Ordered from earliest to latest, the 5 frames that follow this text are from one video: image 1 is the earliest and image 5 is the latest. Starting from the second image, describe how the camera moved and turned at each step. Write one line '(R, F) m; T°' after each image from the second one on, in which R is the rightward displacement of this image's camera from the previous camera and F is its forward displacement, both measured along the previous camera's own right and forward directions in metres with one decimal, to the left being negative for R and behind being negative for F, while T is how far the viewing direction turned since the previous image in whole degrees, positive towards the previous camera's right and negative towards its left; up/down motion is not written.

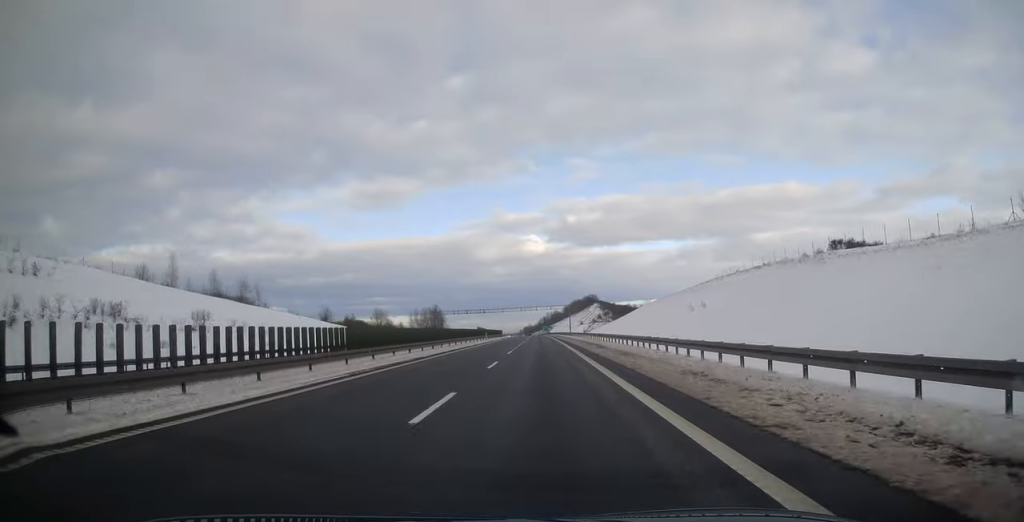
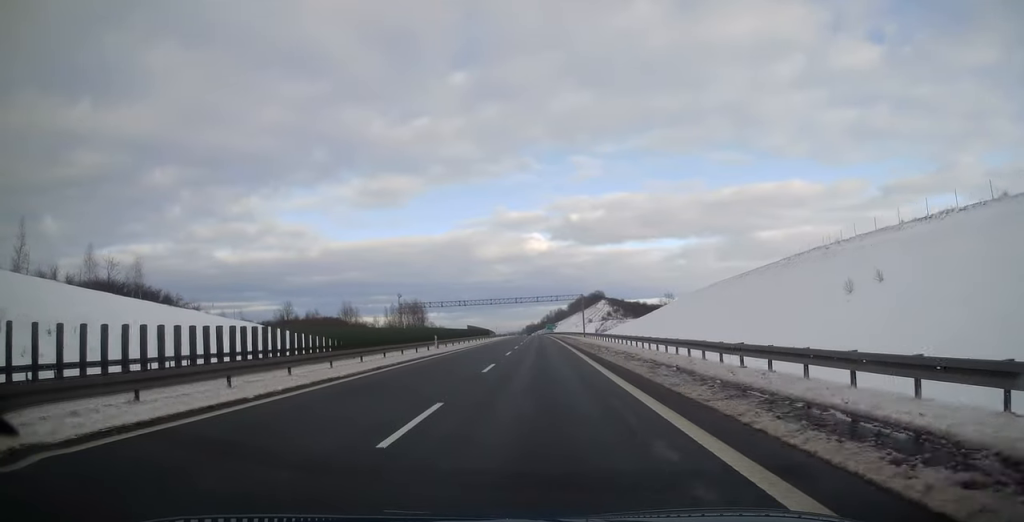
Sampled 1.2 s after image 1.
(-0.5, +37.7) m; -1°
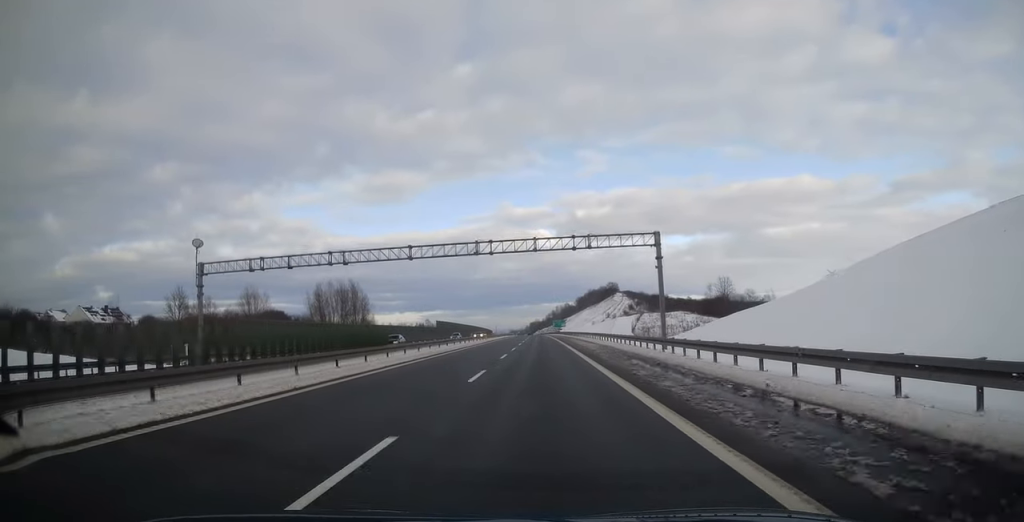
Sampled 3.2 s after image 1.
(-0.4, +63.6) m; -1°
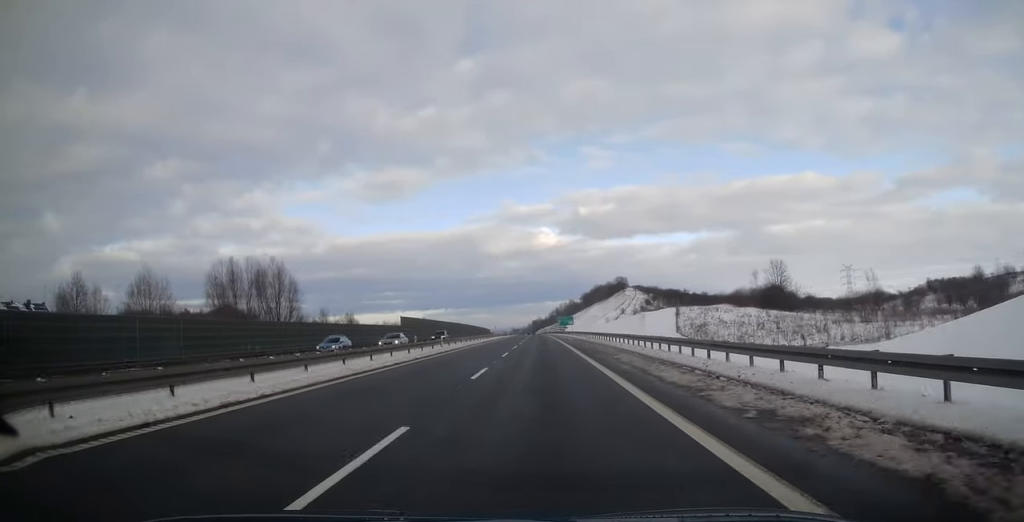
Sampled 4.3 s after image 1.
(-0.1, +35.3) m; 0°
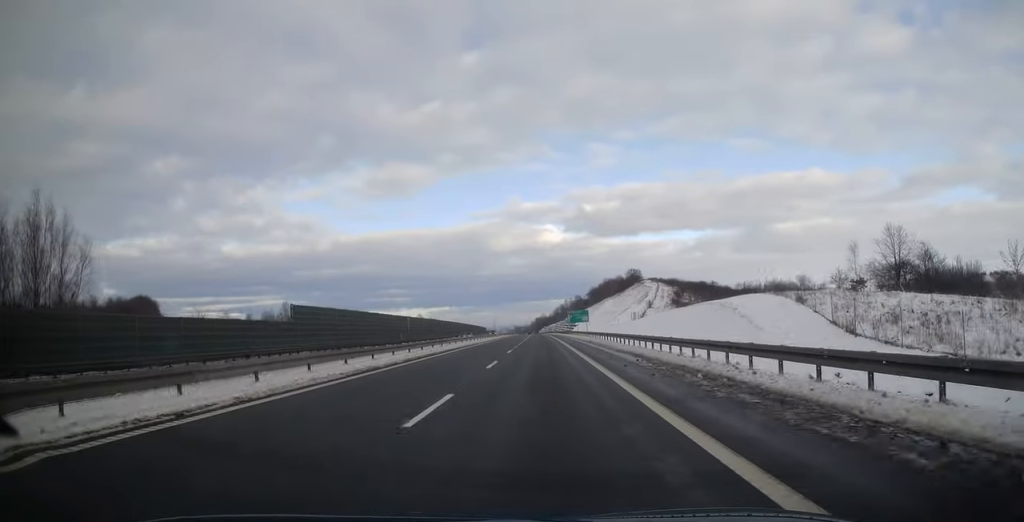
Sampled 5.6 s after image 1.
(-0.2, +43.8) m; -1°
